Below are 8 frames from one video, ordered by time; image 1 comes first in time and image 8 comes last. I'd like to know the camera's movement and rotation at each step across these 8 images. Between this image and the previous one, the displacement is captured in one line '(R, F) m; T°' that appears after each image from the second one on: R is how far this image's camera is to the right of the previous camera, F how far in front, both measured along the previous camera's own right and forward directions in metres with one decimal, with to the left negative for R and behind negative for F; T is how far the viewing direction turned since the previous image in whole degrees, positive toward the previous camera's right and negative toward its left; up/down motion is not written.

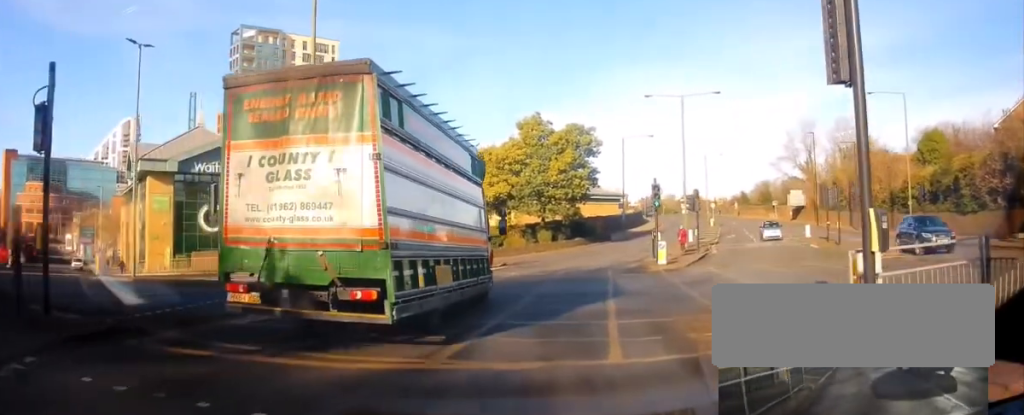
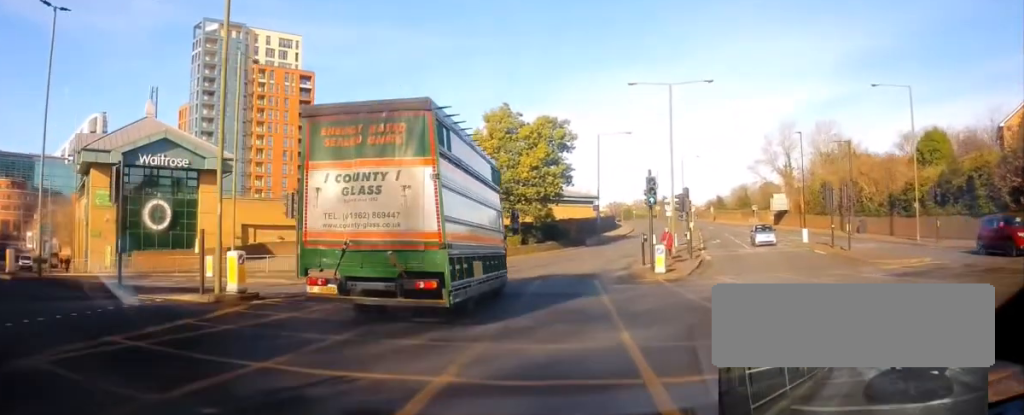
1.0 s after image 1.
(0.0, +4.0) m; +4°
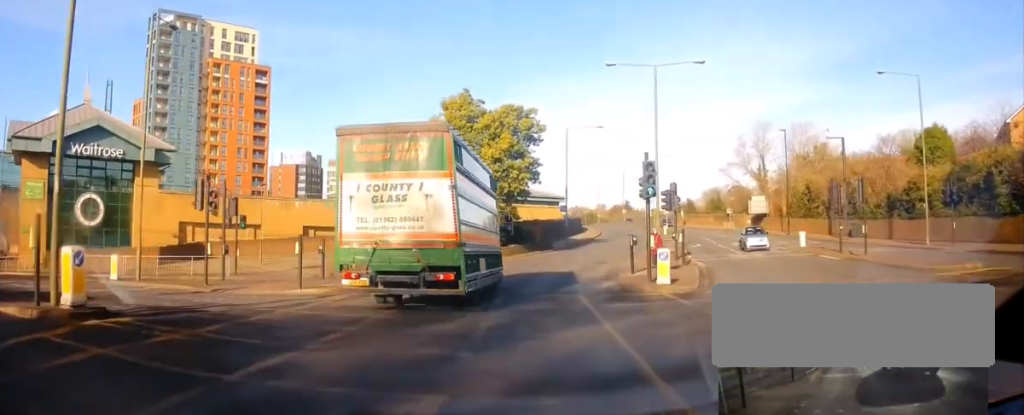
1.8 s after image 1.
(+0.2, +4.4) m; +5°
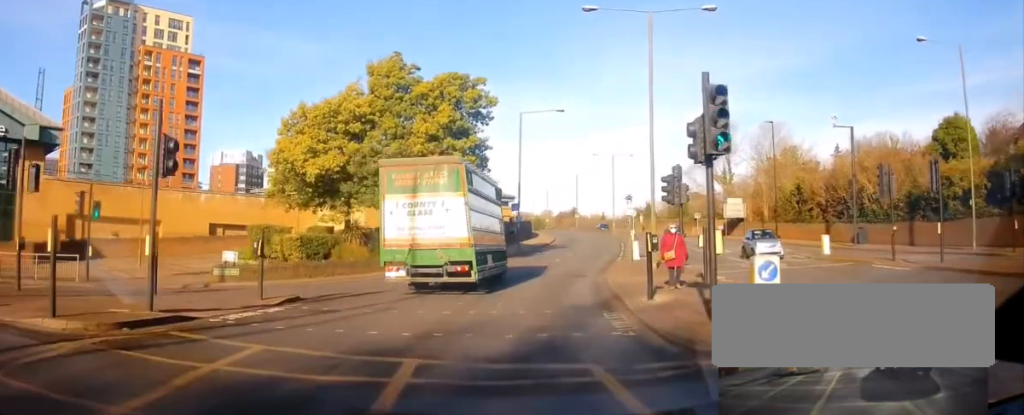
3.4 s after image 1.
(+0.6, +8.6) m; +6°
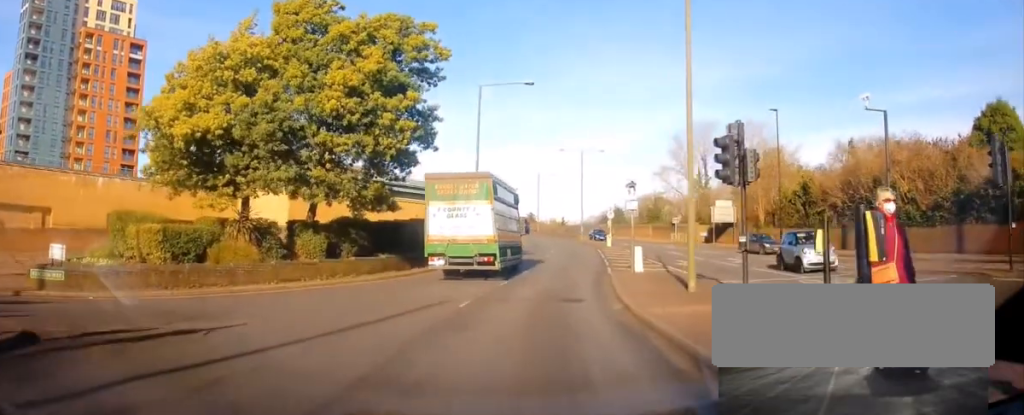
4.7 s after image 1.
(0.0, +8.5) m; +2°
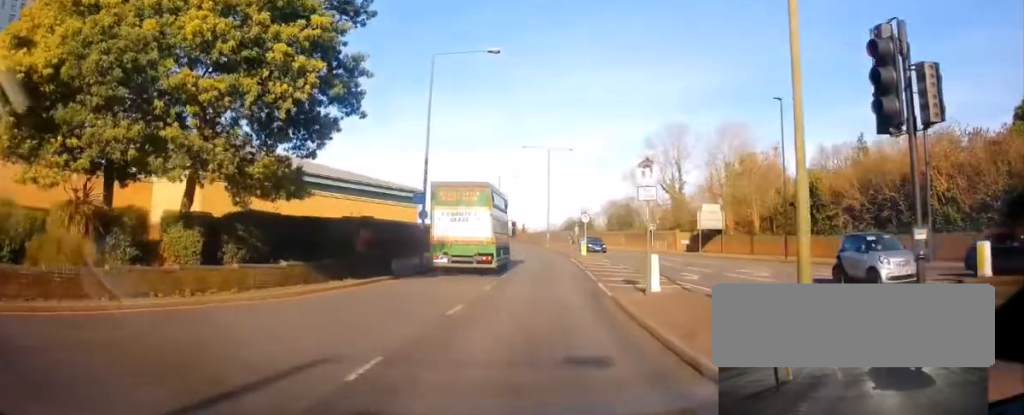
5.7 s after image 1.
(+0.2, +6.8) m; +5°
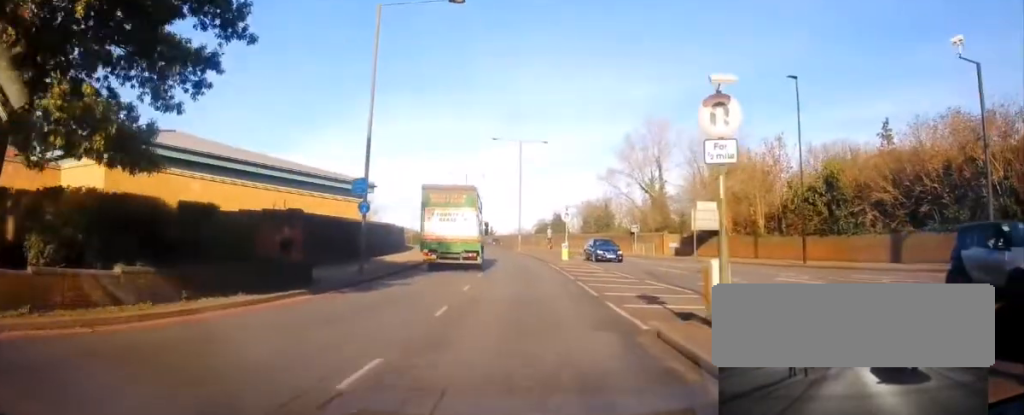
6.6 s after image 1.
(+0.4, +6.6) m; +3°
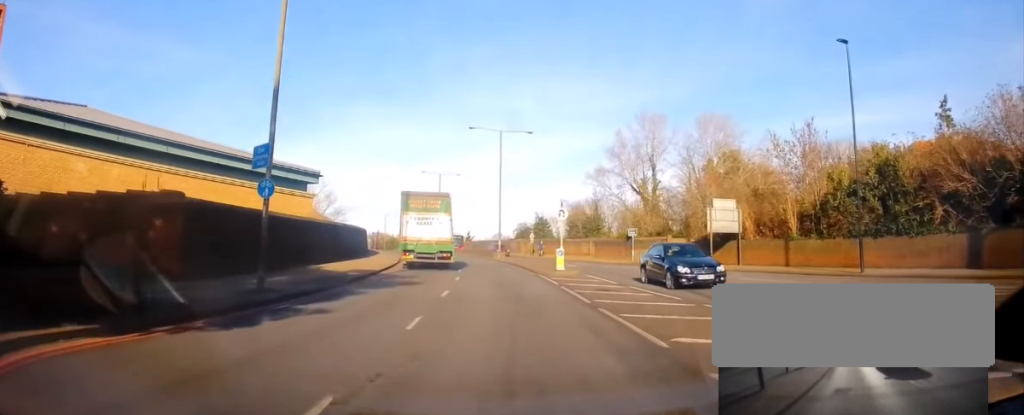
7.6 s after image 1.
(+0.1, +7.7) m; +1°
